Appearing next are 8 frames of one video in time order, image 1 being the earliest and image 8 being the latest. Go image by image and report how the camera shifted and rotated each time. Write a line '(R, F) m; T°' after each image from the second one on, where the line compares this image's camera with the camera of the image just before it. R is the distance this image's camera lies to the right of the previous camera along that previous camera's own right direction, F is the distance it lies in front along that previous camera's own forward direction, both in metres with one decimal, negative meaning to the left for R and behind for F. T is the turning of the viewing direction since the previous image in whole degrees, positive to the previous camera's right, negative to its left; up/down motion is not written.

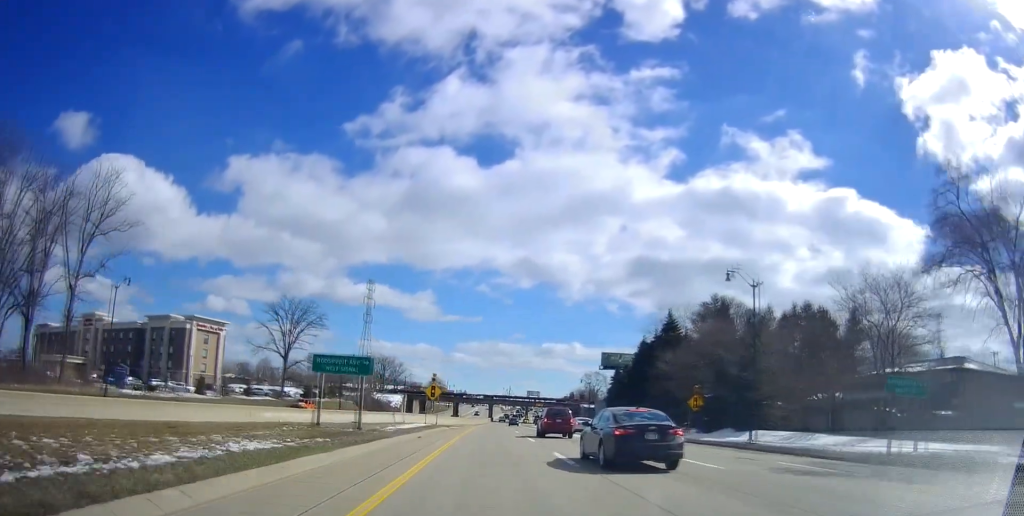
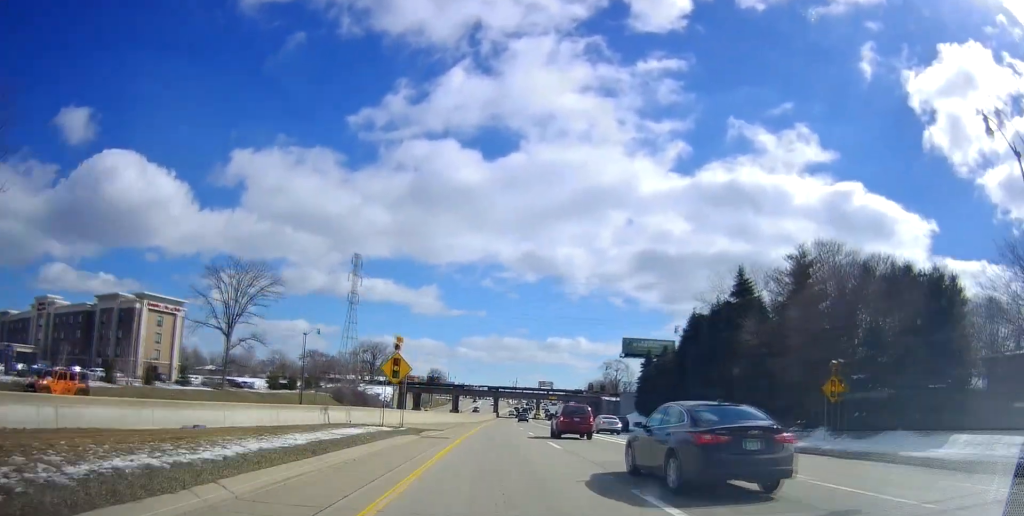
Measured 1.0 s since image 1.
(-0.1, +23.7) m; 0°
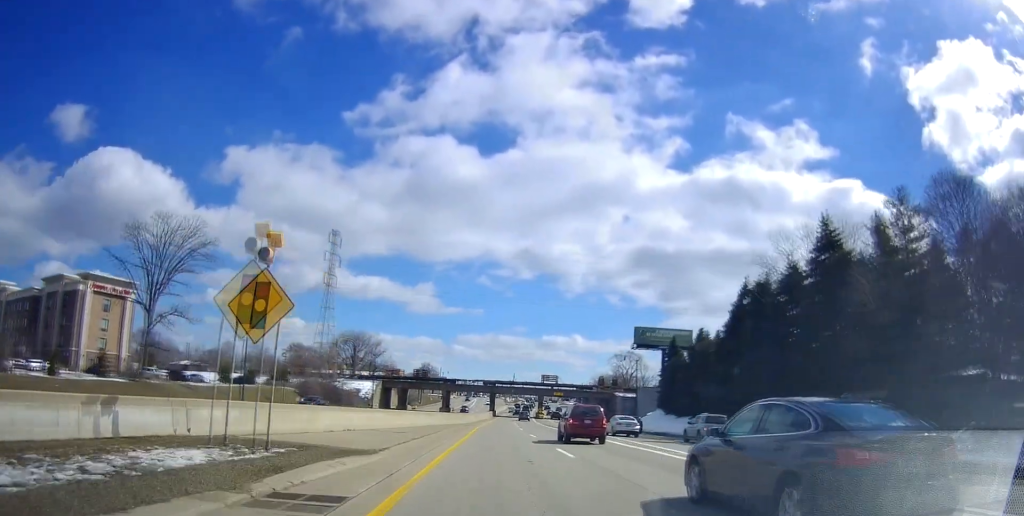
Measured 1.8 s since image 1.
(+0.1, +18.1) m; +1°
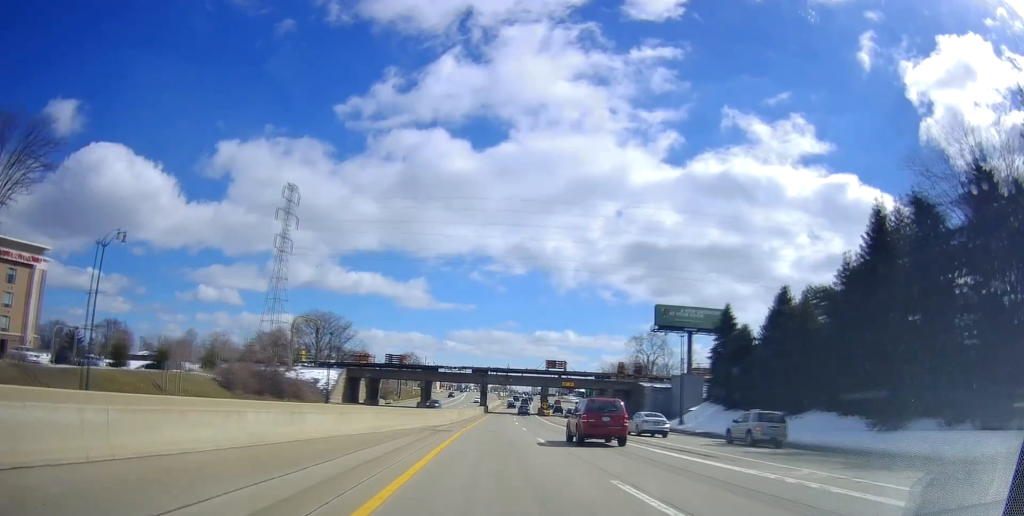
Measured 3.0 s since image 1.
(+0.2, +25.4) m; 0°
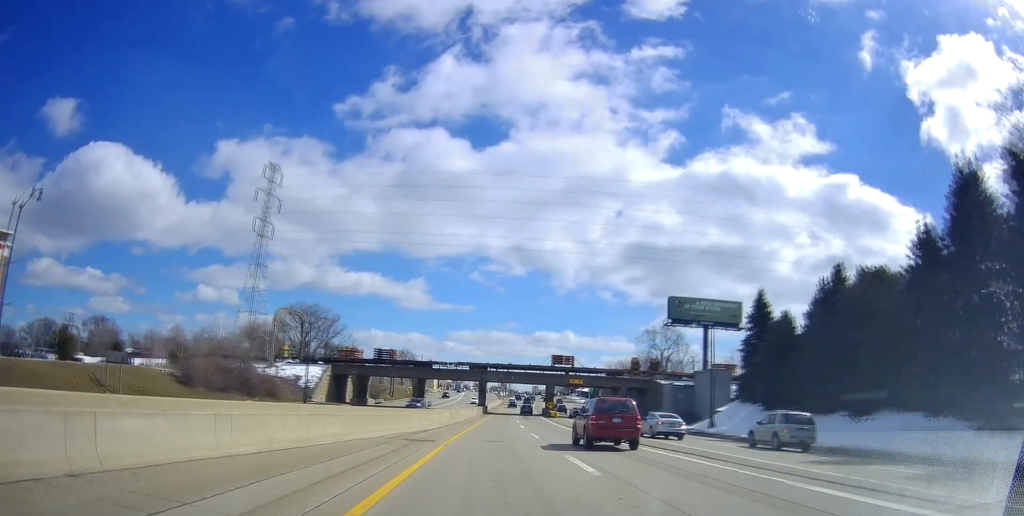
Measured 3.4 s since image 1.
(+0.2, +9.7) m; 0°
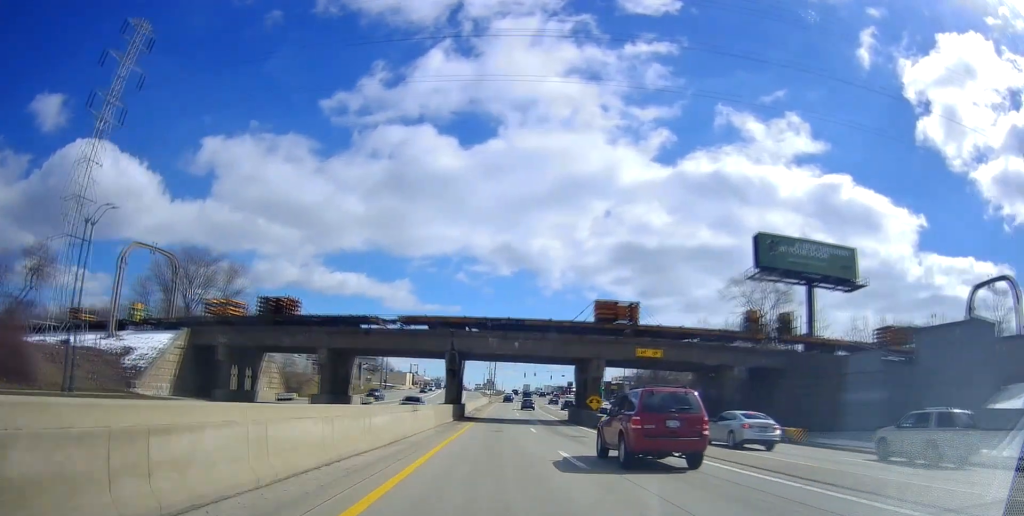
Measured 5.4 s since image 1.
(+0.2, +44.4) m; +1°
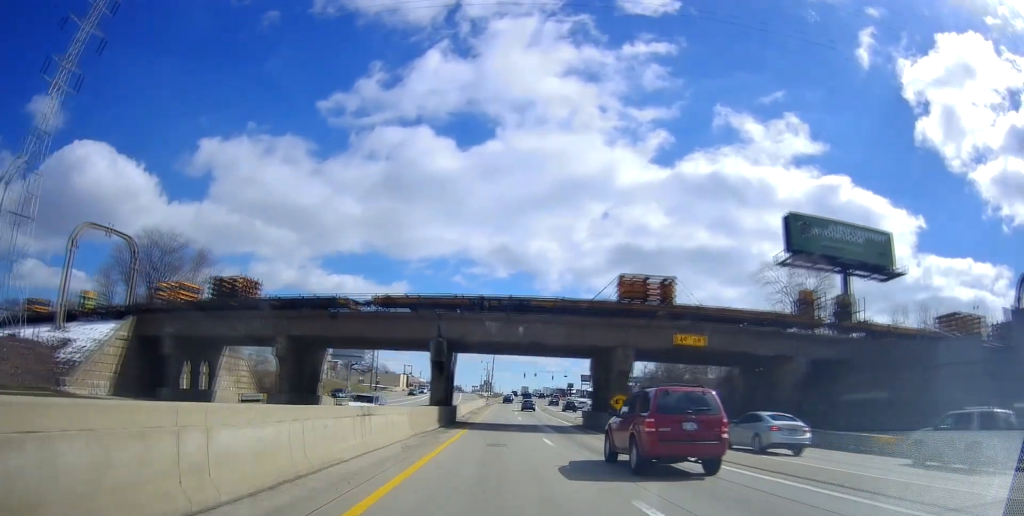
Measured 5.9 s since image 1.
(-0.1, +9.0) m; +1°
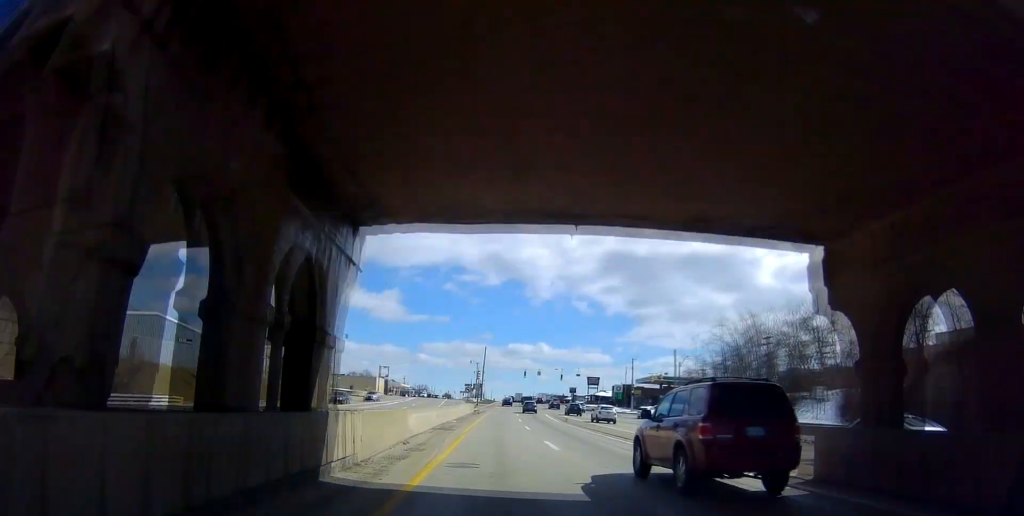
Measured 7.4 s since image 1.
(+0.6, +30.3) m; +1°
